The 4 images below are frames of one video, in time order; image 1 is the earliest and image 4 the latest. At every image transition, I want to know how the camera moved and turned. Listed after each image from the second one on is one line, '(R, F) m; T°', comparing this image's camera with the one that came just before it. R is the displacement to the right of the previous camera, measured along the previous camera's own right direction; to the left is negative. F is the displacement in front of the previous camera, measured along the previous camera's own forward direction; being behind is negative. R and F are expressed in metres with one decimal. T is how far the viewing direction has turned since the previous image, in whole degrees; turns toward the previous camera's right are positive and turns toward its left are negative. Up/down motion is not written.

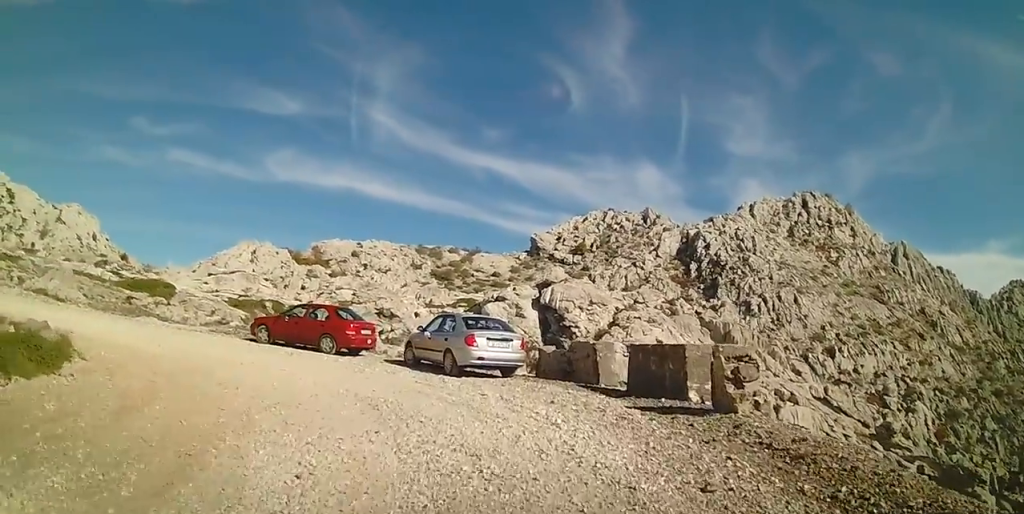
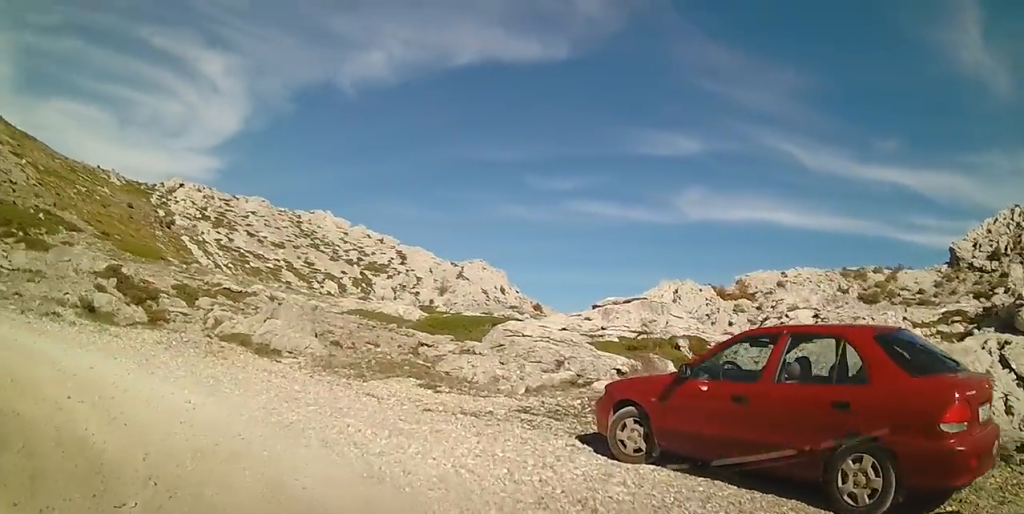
(-5.1, +10.8) m; -57°
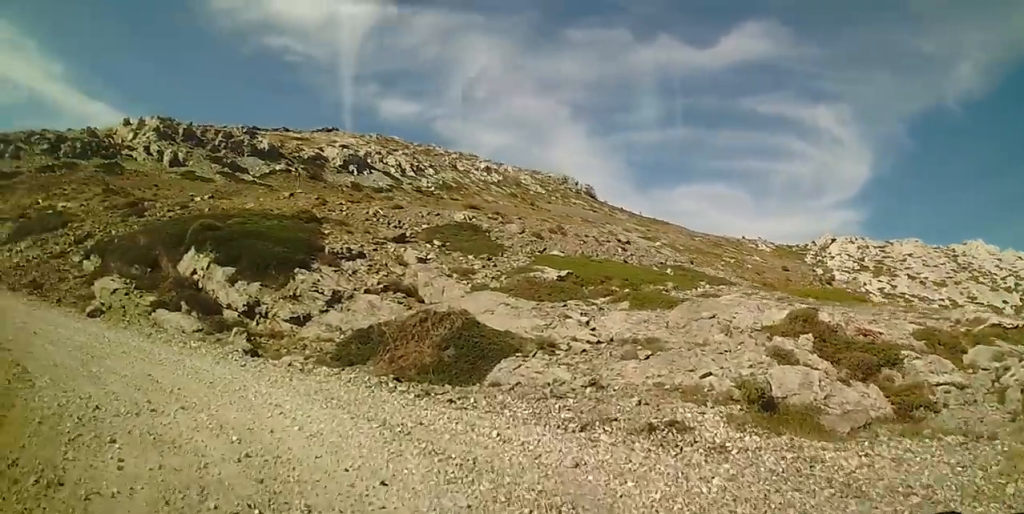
(-3.5, +7.4) m; -62°
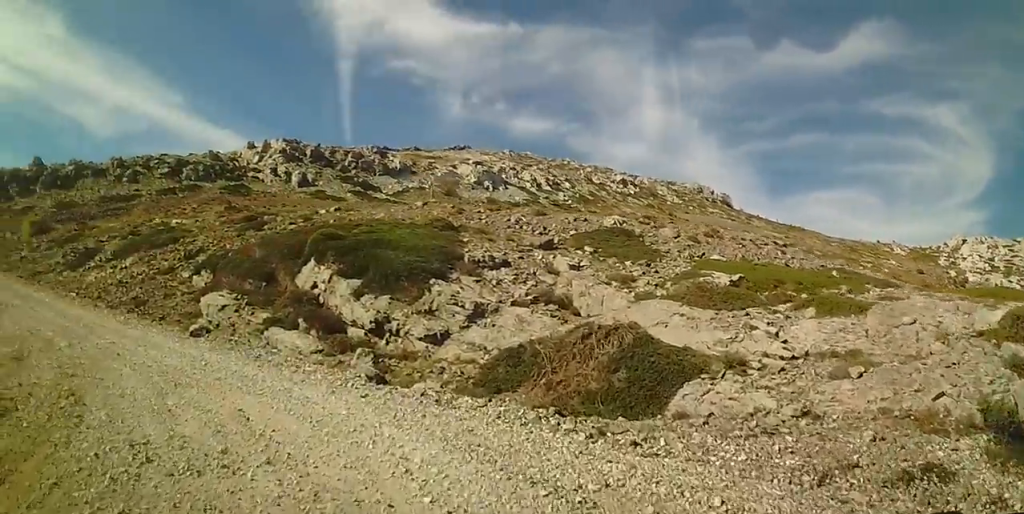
(+0.1, +1.6) m; -18°
